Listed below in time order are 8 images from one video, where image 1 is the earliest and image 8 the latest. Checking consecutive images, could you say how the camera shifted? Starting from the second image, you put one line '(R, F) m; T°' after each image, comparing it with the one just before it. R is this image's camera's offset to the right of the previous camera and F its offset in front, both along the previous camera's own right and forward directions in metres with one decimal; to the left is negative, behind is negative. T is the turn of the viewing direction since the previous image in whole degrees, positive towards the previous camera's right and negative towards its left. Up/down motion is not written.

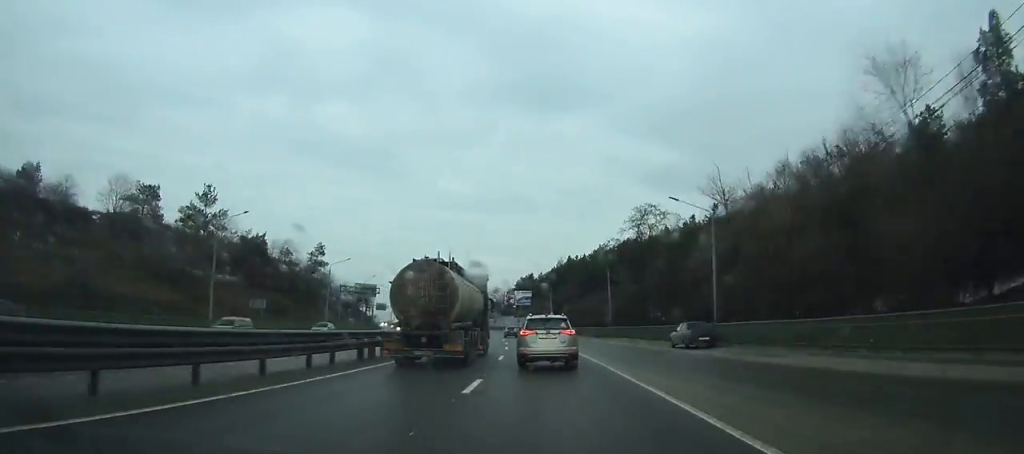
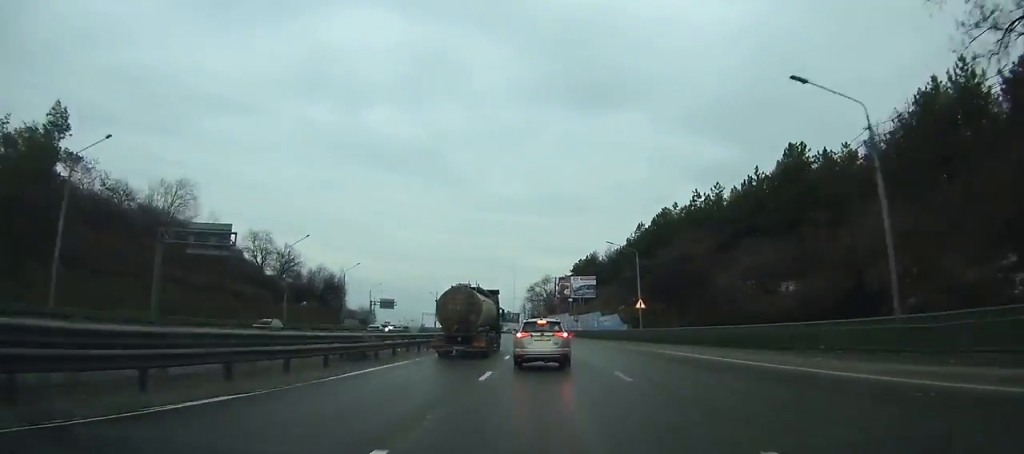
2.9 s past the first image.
(-2.5, +55.3) m; -5°
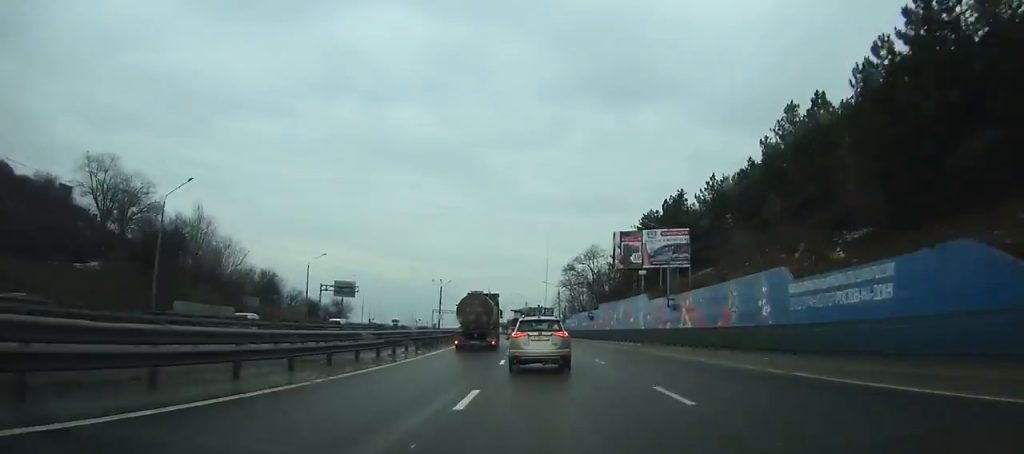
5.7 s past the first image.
(-1.9, +50.3) m; -5°
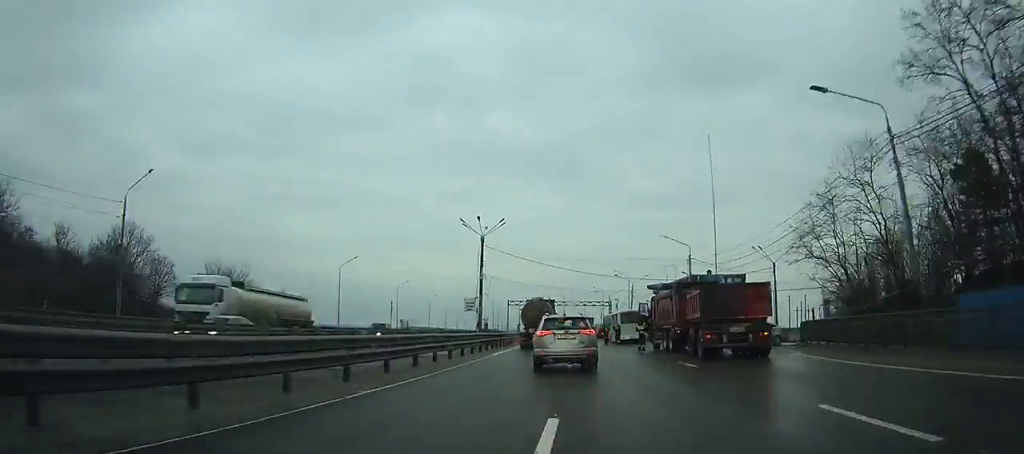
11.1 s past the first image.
(-7.3, +87.2) m; -9°
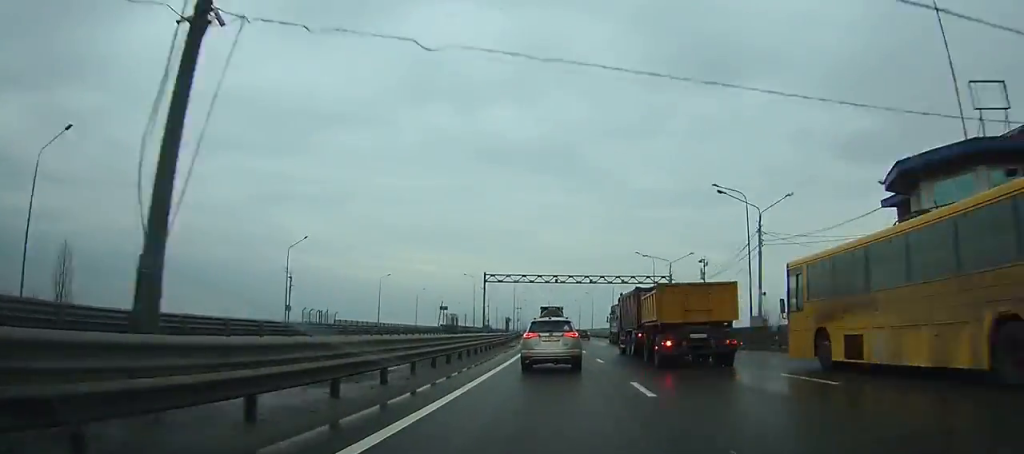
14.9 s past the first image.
(-1.8, +58.2) m; -1°
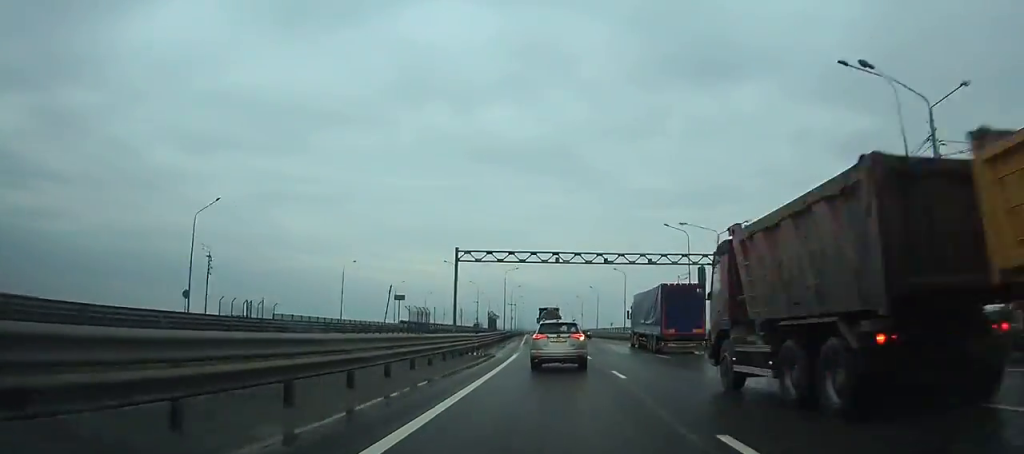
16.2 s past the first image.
(0.0, +20.3) m; 0°
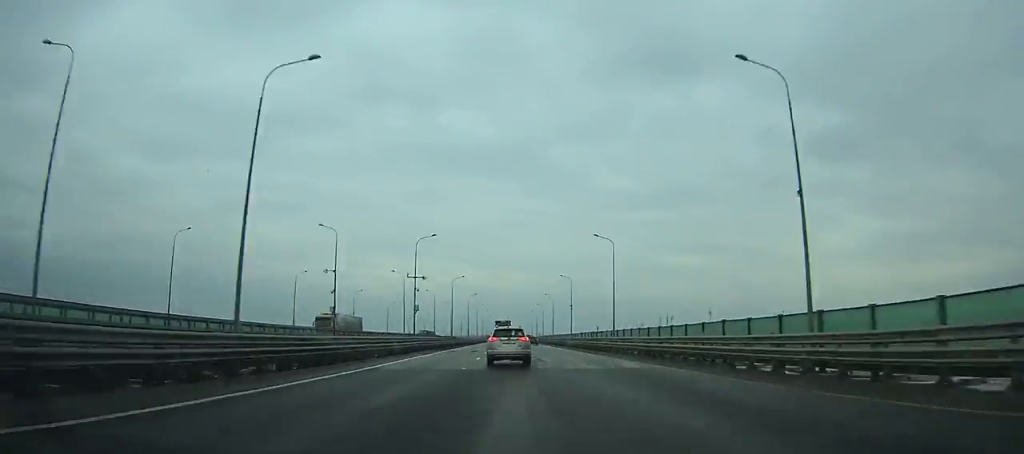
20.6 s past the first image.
(+0.4, +73.5) m; -1°
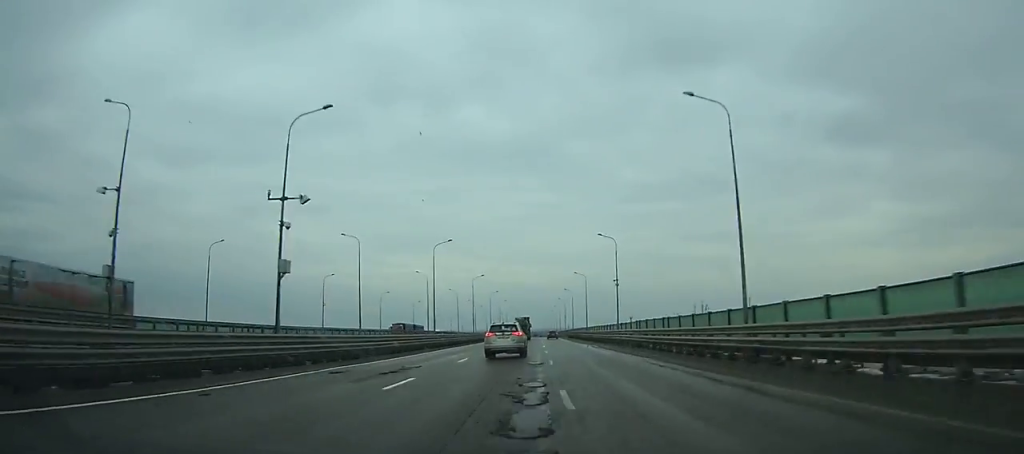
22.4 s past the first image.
(-0.2, +32.4) m; -1°
